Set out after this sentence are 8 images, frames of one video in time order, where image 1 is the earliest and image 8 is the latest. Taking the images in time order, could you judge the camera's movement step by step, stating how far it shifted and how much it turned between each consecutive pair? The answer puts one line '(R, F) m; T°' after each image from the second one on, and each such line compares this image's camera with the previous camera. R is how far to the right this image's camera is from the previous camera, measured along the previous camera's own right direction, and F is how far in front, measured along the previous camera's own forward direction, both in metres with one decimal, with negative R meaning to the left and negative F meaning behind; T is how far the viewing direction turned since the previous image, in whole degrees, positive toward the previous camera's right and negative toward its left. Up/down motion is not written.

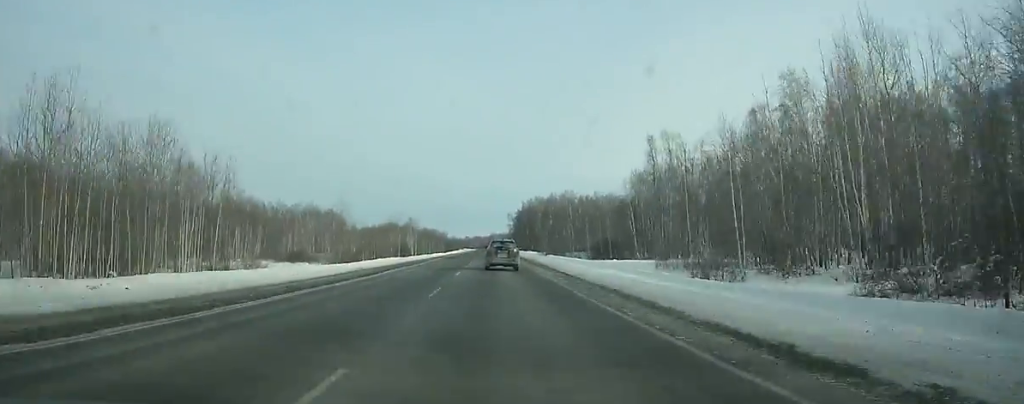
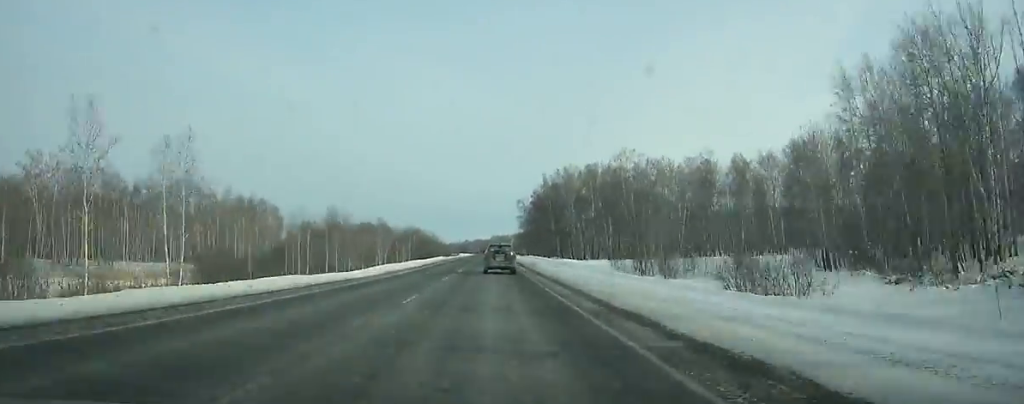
(-0.1, +108.3) m; 0°
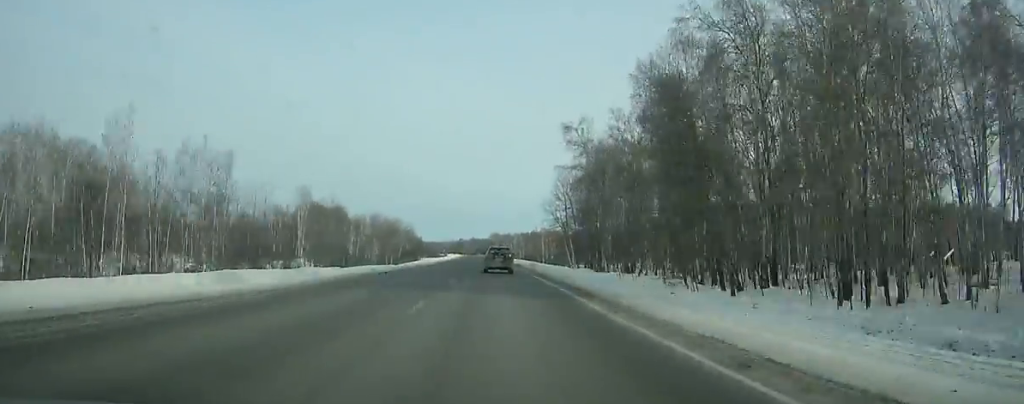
(-0.2, +123.3) m; 0°
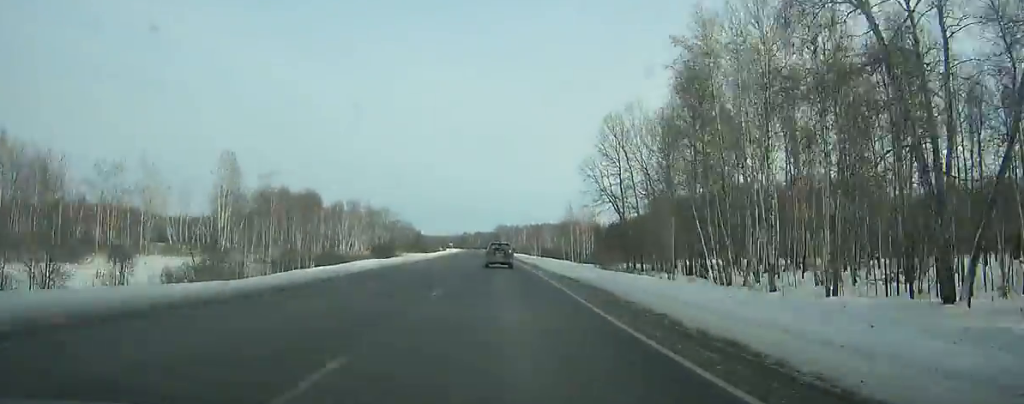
(0.0, +55.6) m; 0°
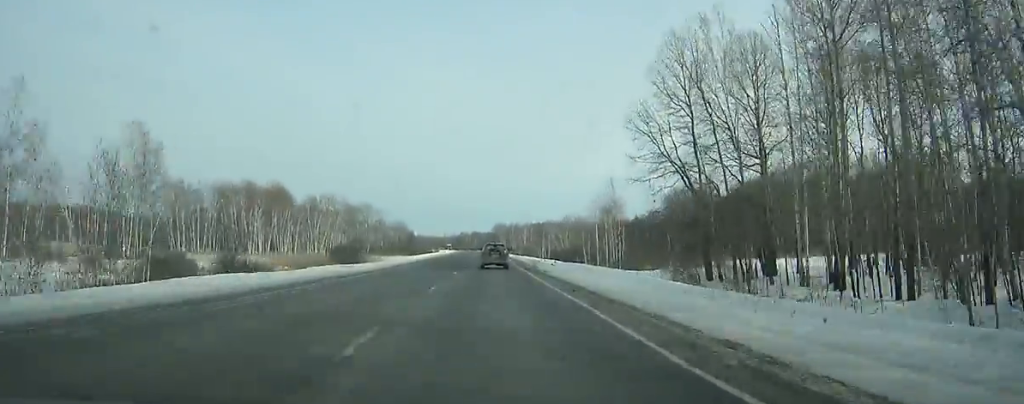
(+0.1, +32.7) m; 0°
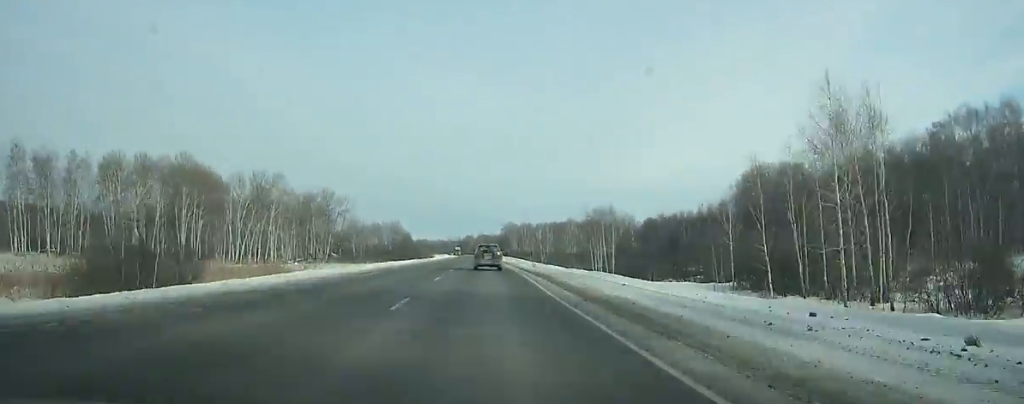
(-0.3, +65.3) m; -1°
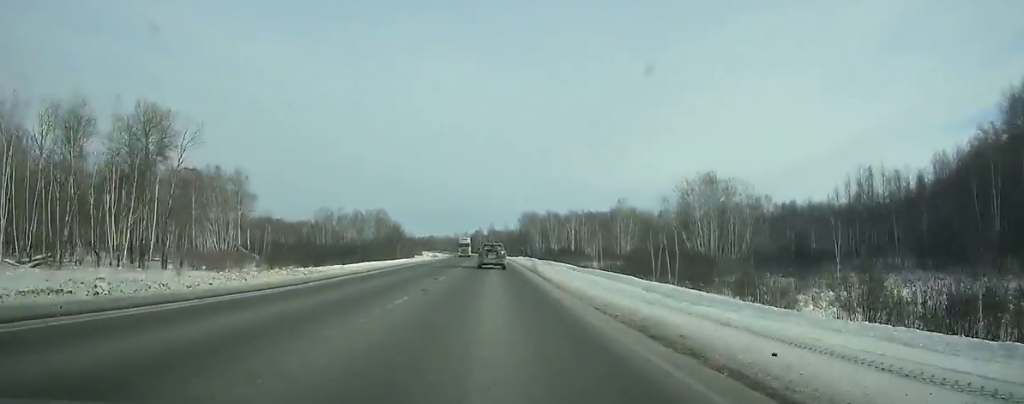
(-0.9, +95.3) m; -1°
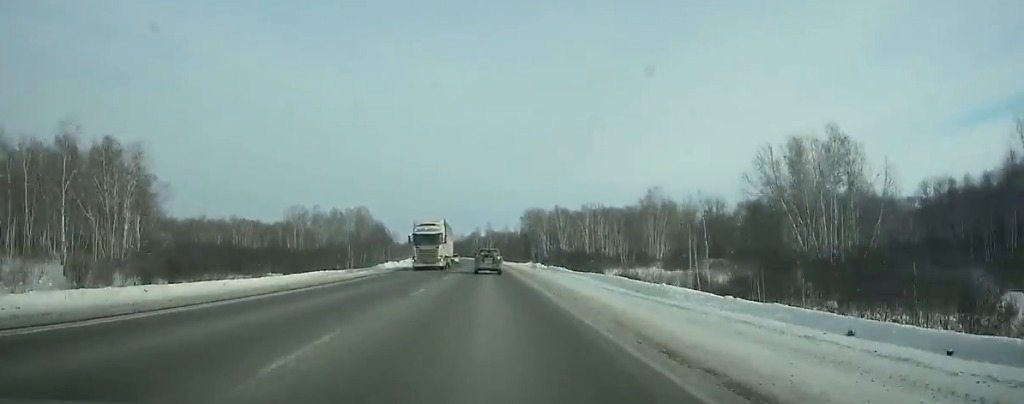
(+0.2, +42.7) m; -1°
